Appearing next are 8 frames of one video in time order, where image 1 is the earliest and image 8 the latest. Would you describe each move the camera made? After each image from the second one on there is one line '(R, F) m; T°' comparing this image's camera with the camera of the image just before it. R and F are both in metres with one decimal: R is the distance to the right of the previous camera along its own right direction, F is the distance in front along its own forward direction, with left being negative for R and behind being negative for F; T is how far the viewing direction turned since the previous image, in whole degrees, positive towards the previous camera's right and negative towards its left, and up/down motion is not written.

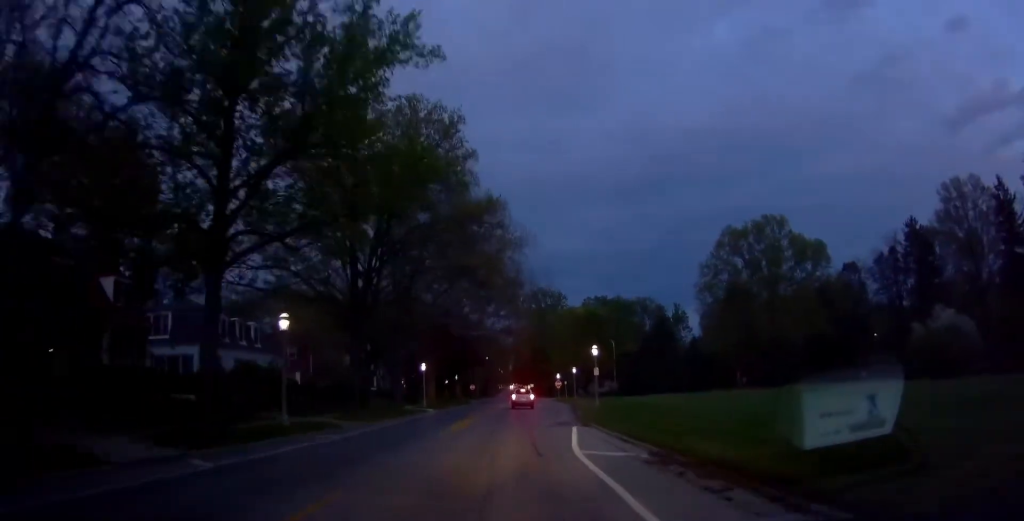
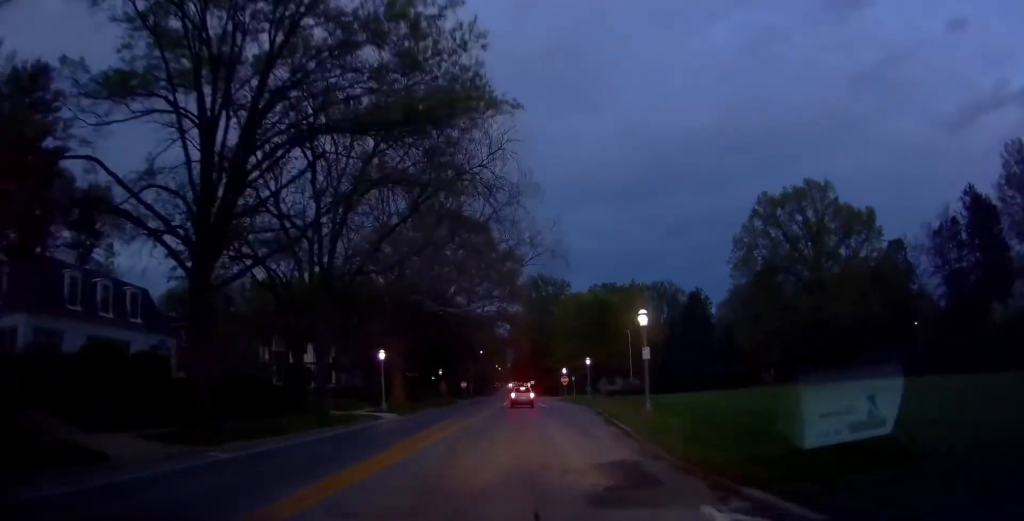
(0.0, +15.9) m; -2°
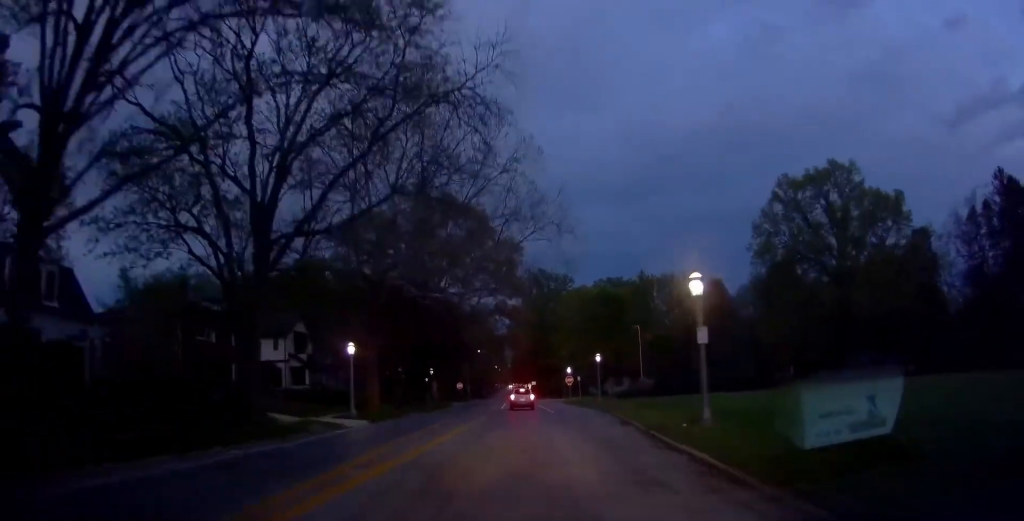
(-0.1, +7.3) m; -1°
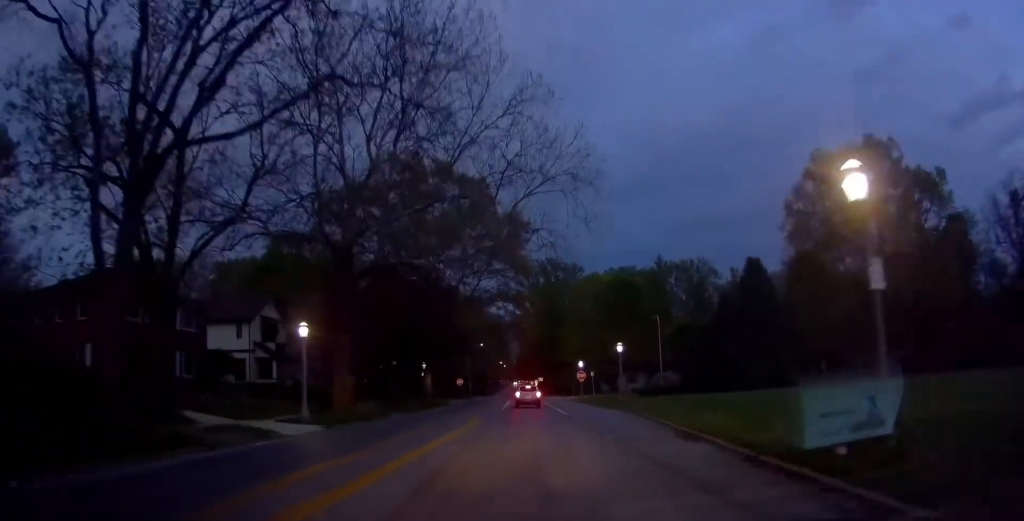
(0.0, +8.4) m; 0°
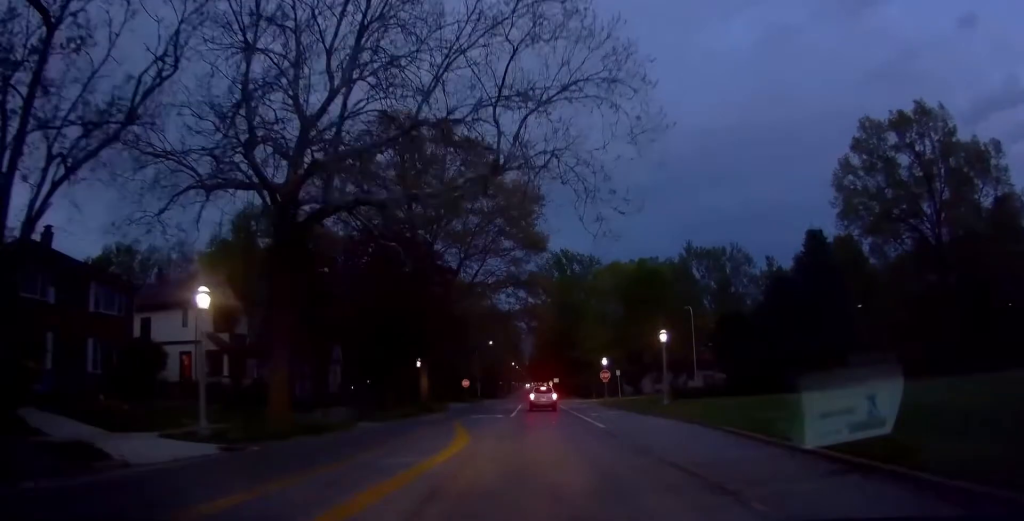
(0.0, +9.5) m; 0°
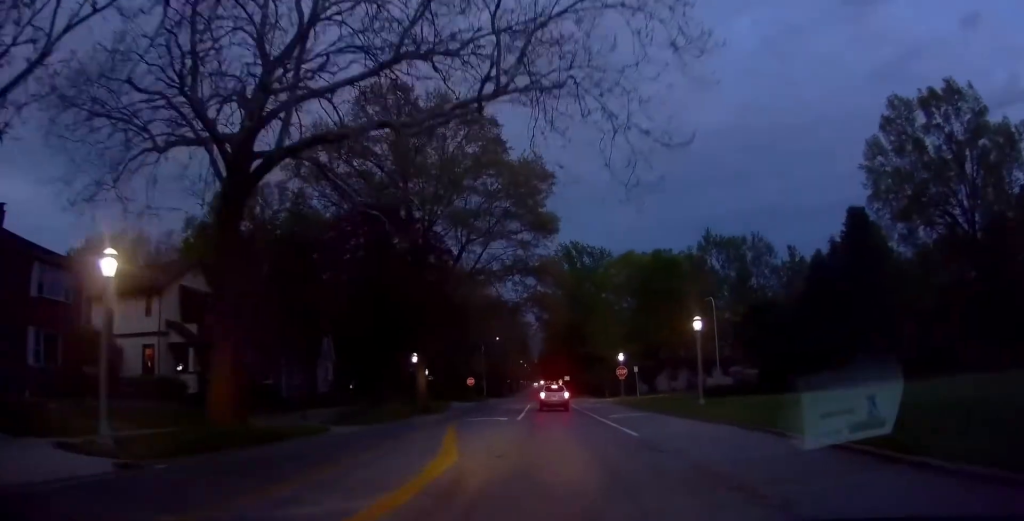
(0.0, +5.1) m; -1°
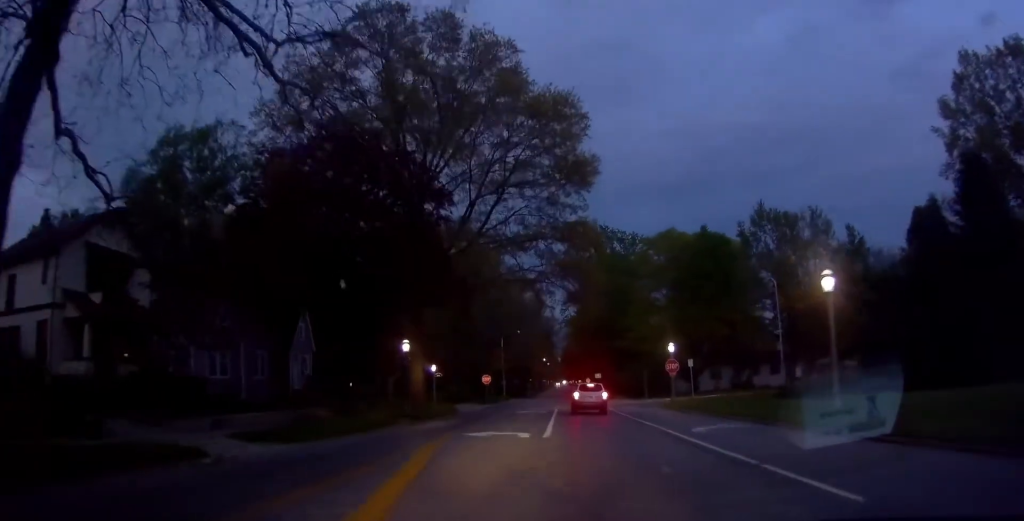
(-0.3, +10.6) m; -2°
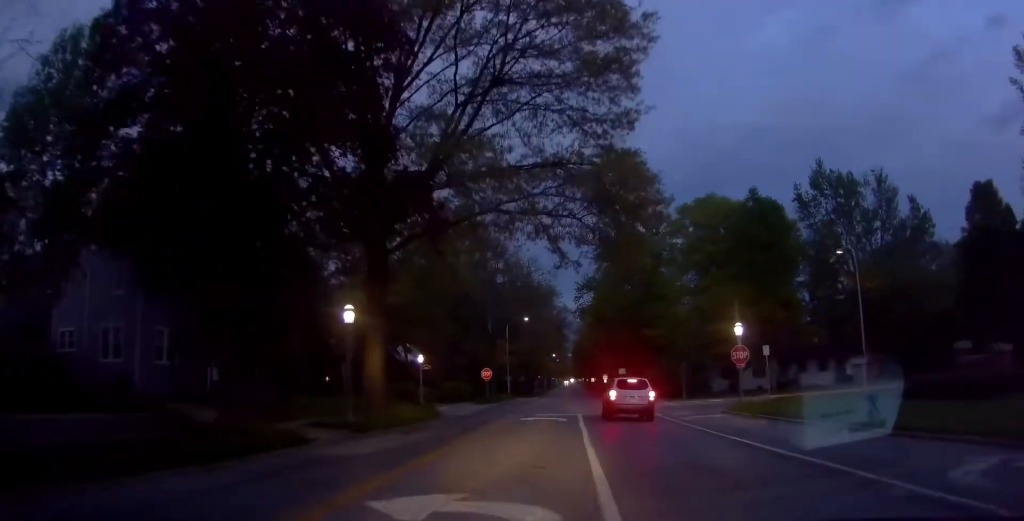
(+0.1, +12.0) m; 0°
